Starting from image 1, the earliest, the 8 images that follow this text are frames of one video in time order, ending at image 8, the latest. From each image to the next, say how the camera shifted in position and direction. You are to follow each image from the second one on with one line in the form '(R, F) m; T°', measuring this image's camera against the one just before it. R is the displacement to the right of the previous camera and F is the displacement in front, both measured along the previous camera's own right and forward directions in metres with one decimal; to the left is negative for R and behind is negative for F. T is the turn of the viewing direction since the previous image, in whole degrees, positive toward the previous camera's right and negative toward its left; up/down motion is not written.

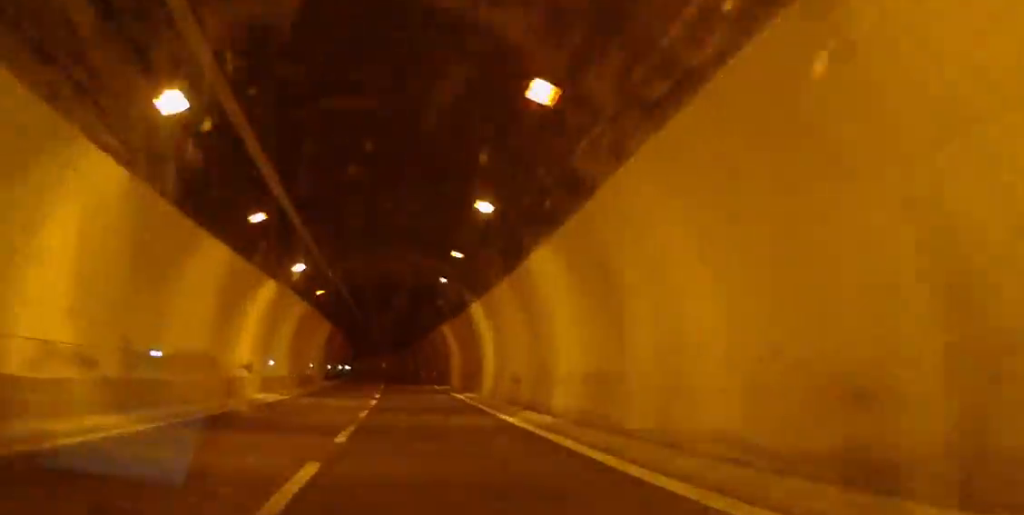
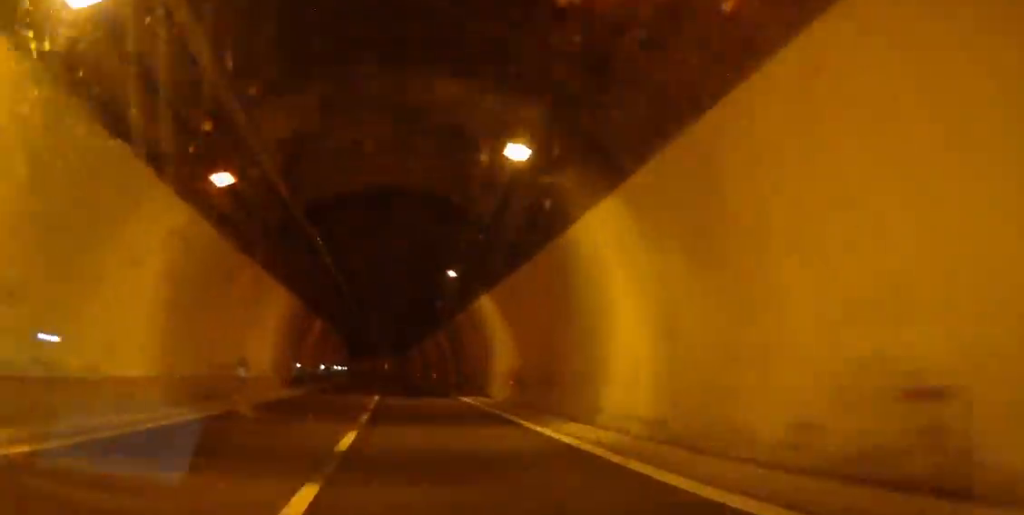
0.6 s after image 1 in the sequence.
(0.0, +20.8) m; 0°
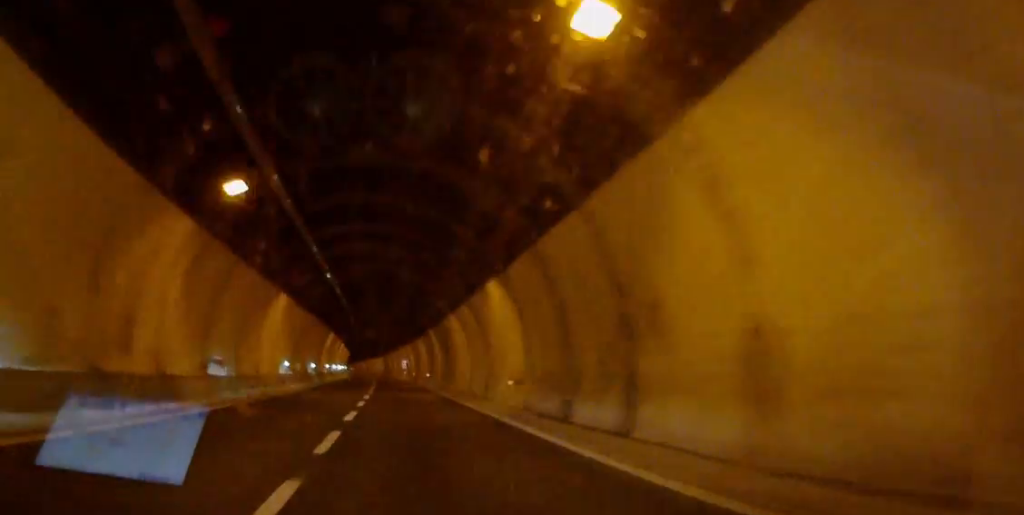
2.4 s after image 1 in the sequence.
(+0.6, +62.7) m; 0°
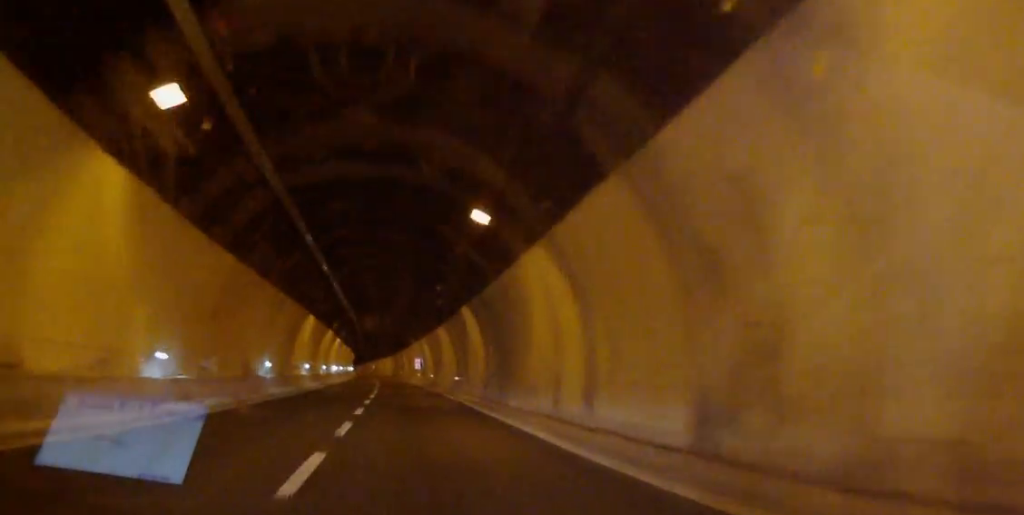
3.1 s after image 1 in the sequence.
(-0.2, +21.5) m; -1°
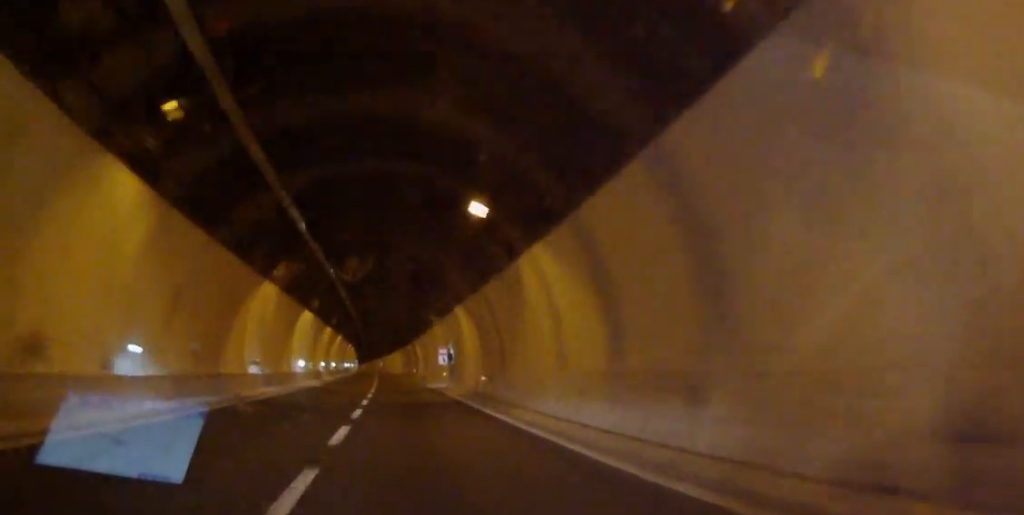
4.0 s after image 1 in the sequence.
(0.0, +31.6) m; 0°
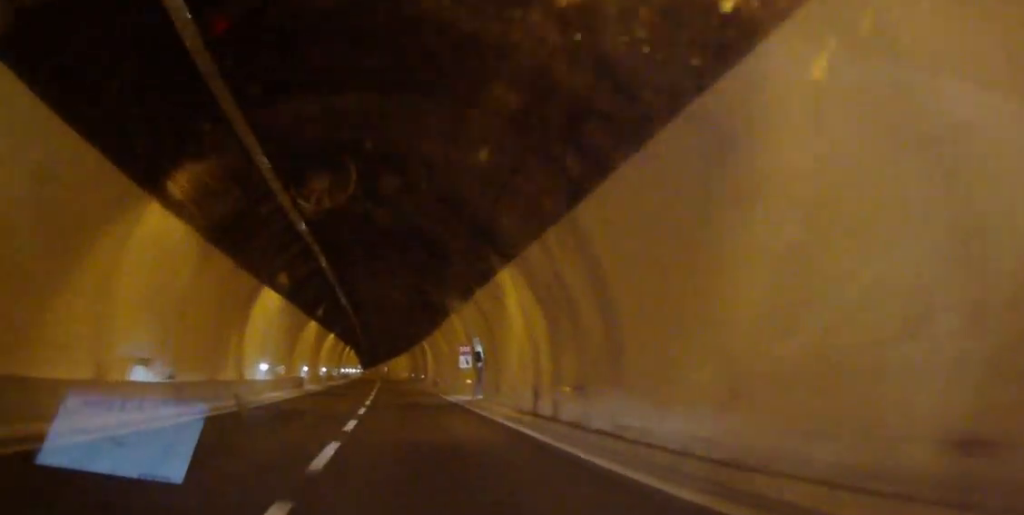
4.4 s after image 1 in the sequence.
(+0.1, +13.5) m; 0°
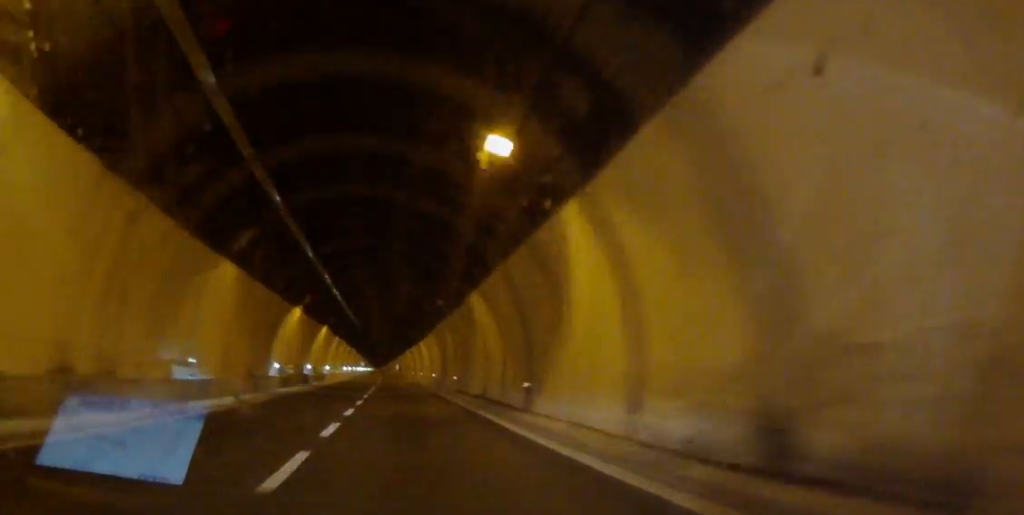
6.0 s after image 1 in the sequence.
(+0.4, +55.2) m; 0°
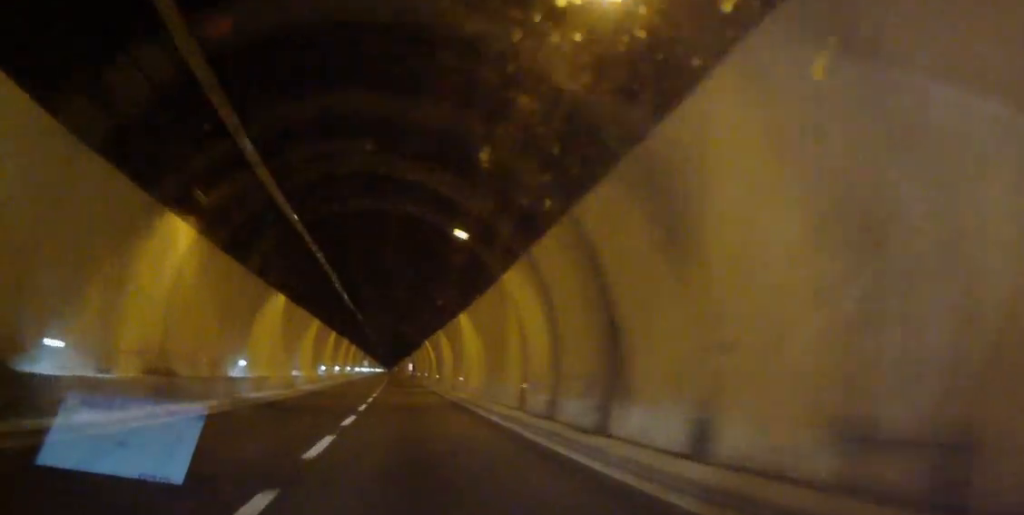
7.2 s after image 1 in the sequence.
(-0.3, +38.3) m; -1°
